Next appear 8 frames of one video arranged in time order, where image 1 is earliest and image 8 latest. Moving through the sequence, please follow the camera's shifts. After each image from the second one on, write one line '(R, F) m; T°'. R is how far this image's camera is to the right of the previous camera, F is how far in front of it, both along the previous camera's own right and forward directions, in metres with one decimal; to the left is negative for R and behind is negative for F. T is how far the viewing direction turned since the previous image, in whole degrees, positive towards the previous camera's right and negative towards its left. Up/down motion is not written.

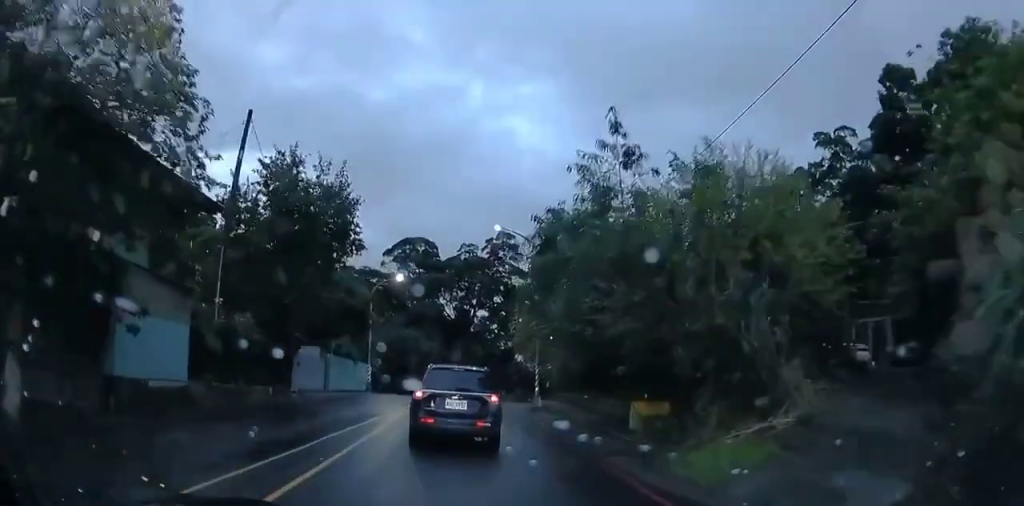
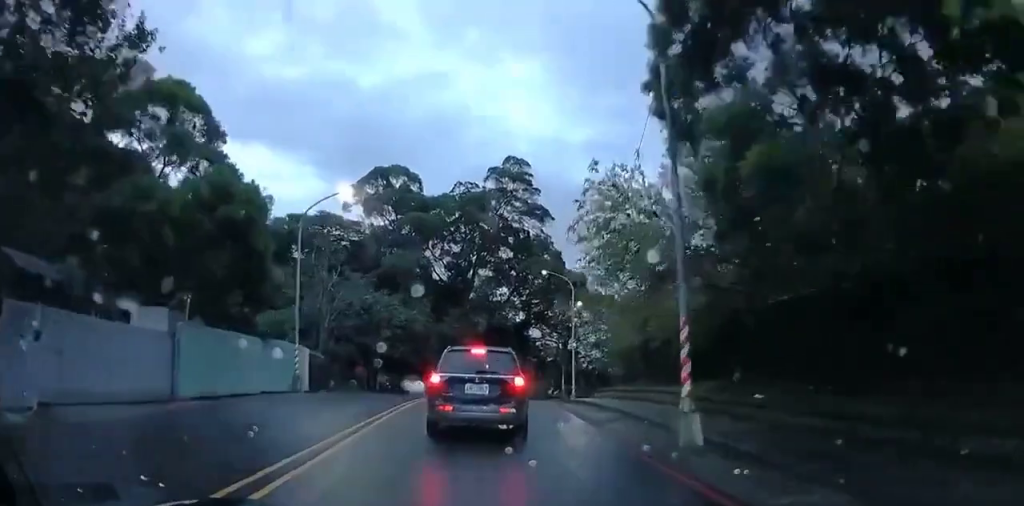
(-0.3, +21.9) m; -1°
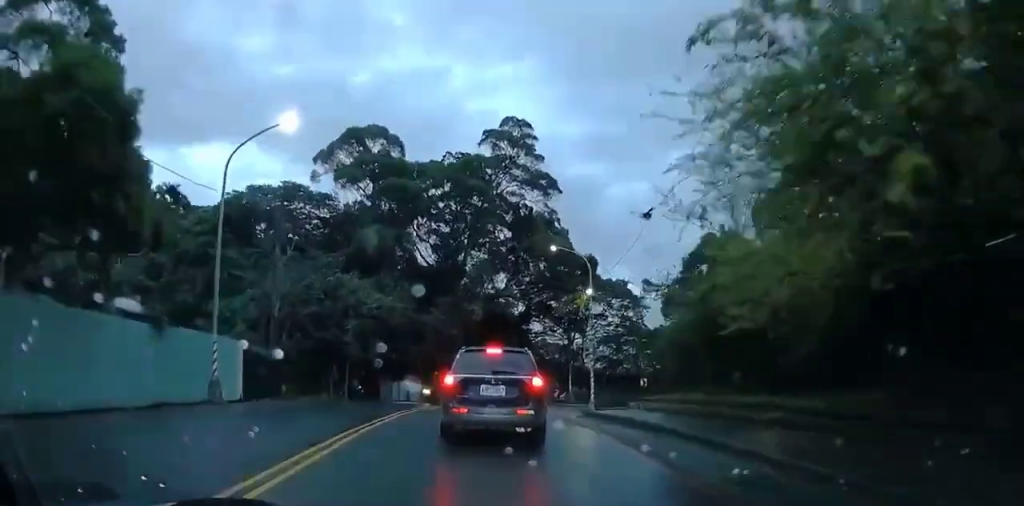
(0.0, +8.6) m; 0°
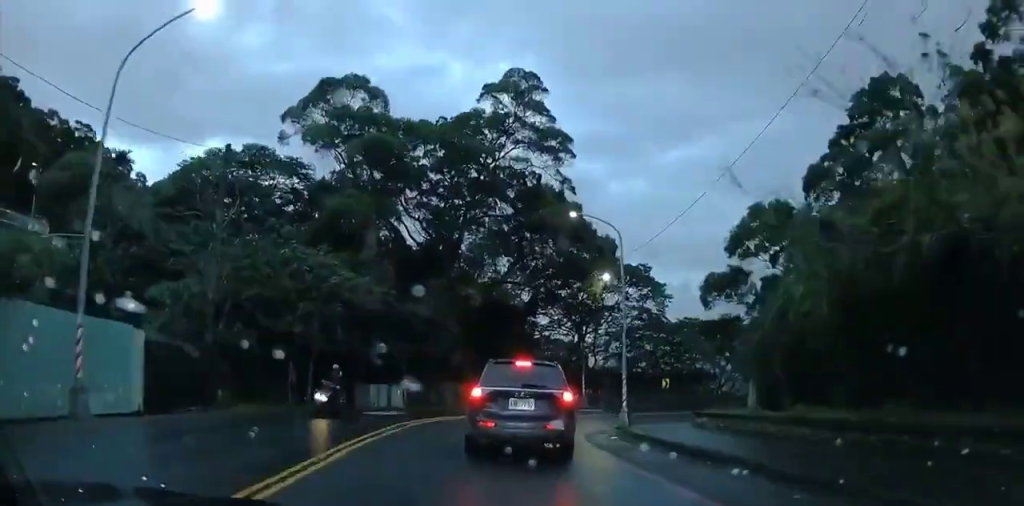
(0.0, +7.9) m; 0°
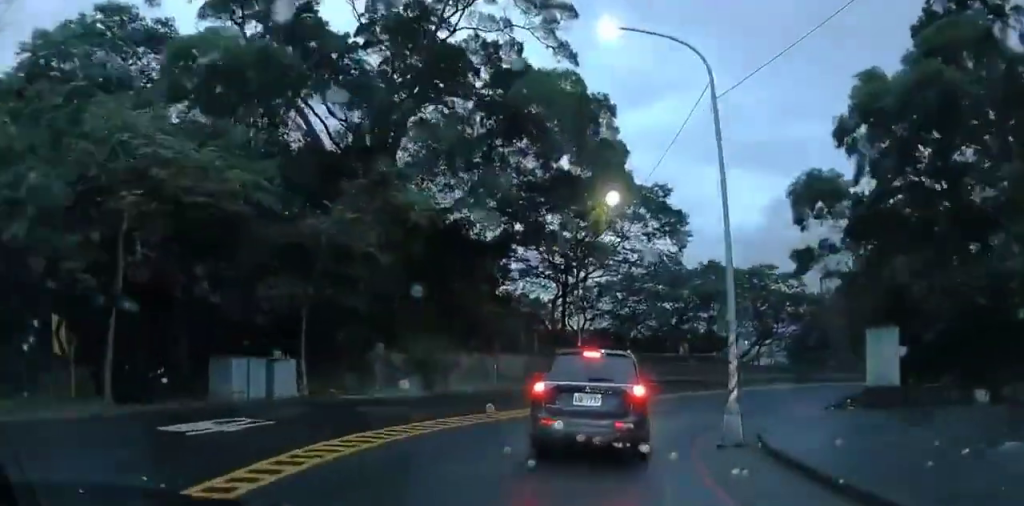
(0.0, +14.9) m; 0°
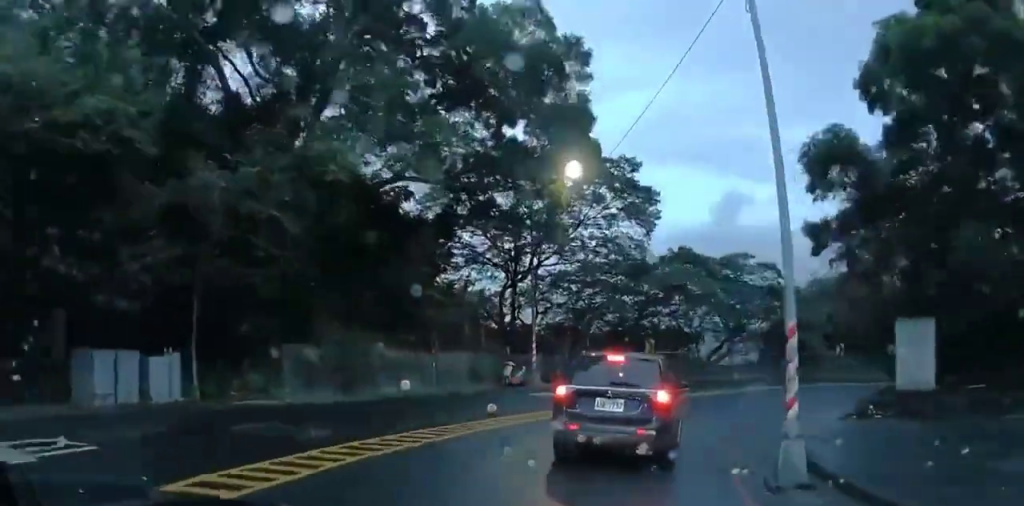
(0.0, +5.1) m; 0°
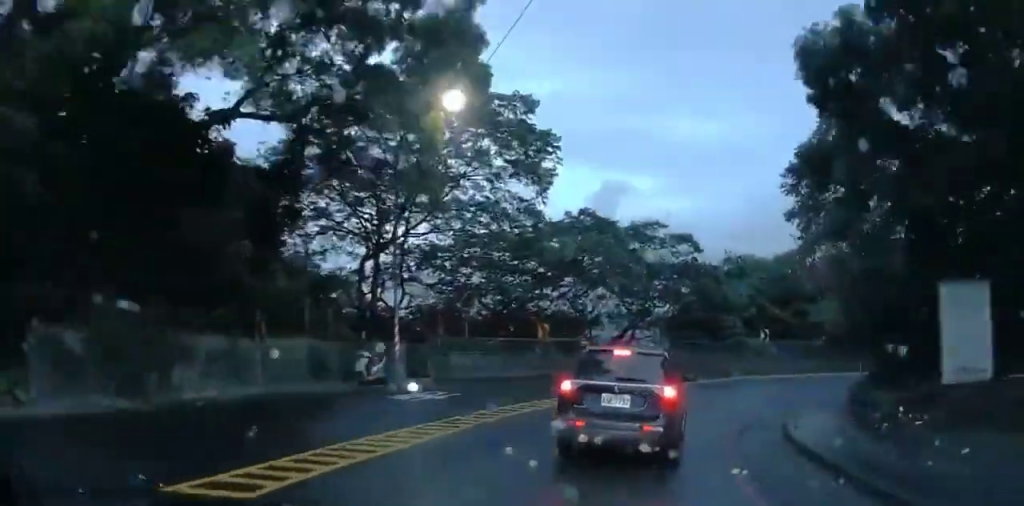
(0.0, +7.3) m; +3°
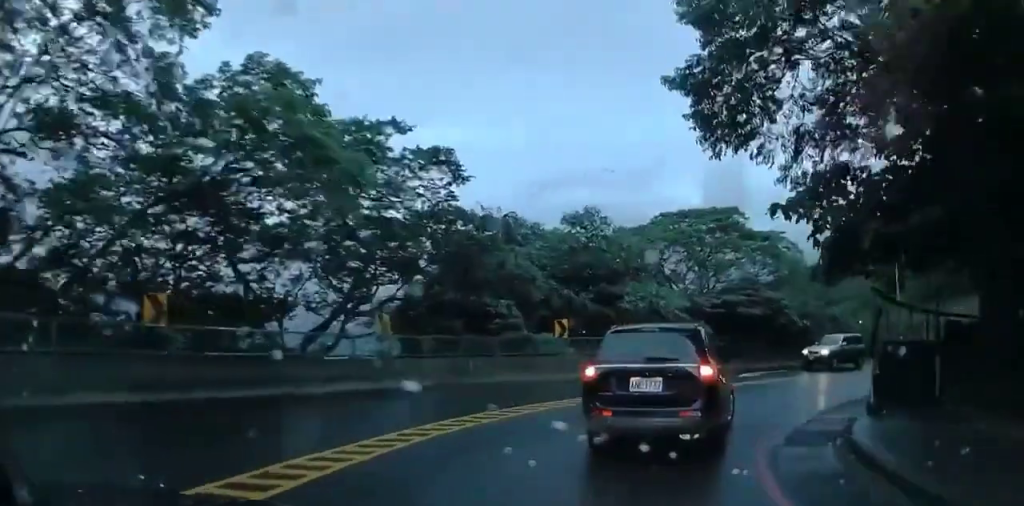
(+3.3, +11.3) m; +65°
